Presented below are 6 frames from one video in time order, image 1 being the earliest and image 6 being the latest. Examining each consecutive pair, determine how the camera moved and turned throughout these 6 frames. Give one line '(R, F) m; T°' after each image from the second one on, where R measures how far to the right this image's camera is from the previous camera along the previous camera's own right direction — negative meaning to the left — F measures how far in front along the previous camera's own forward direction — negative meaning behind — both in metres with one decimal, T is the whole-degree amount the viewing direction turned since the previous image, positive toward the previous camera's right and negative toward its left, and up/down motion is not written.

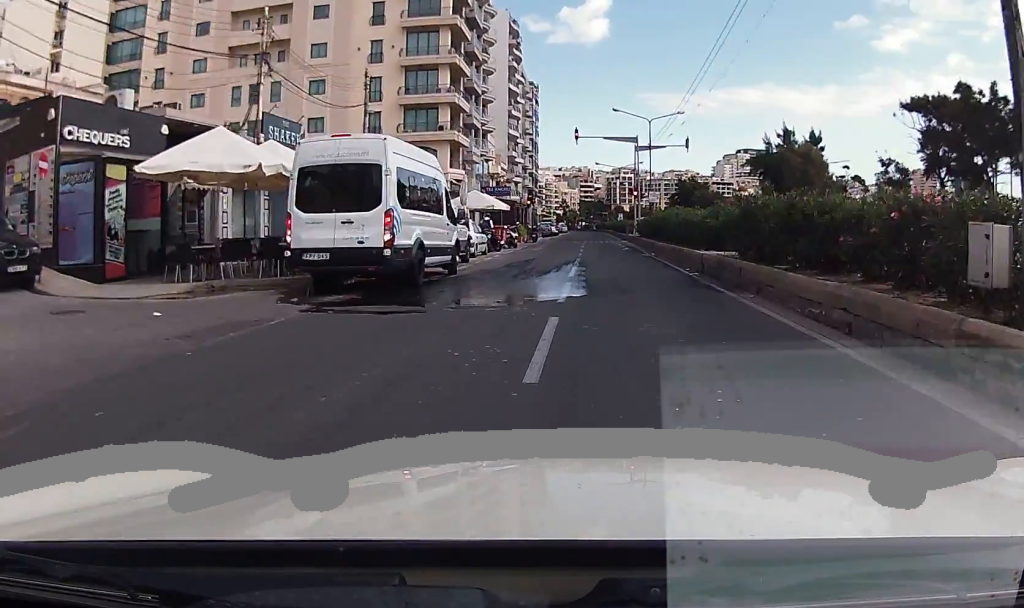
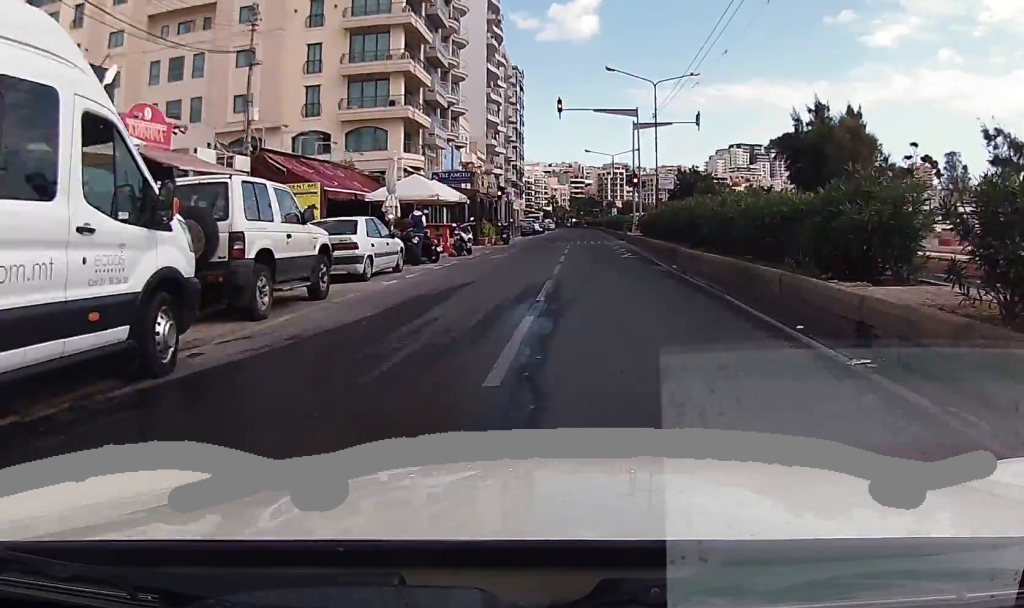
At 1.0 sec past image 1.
(-0.1, +11.8) m; -1°
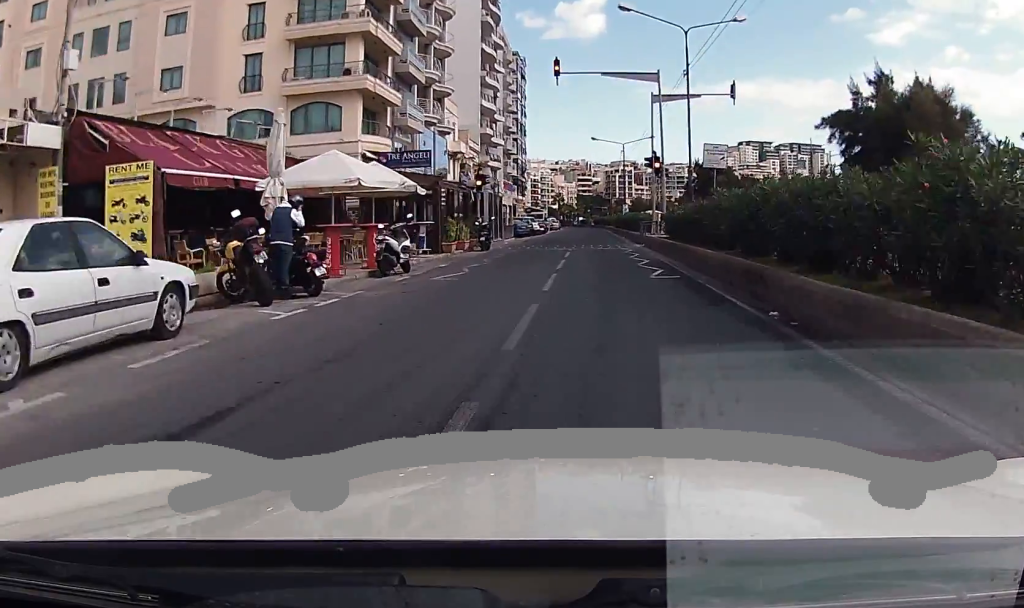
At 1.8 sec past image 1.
(-0.1, +10.4) m; -1°
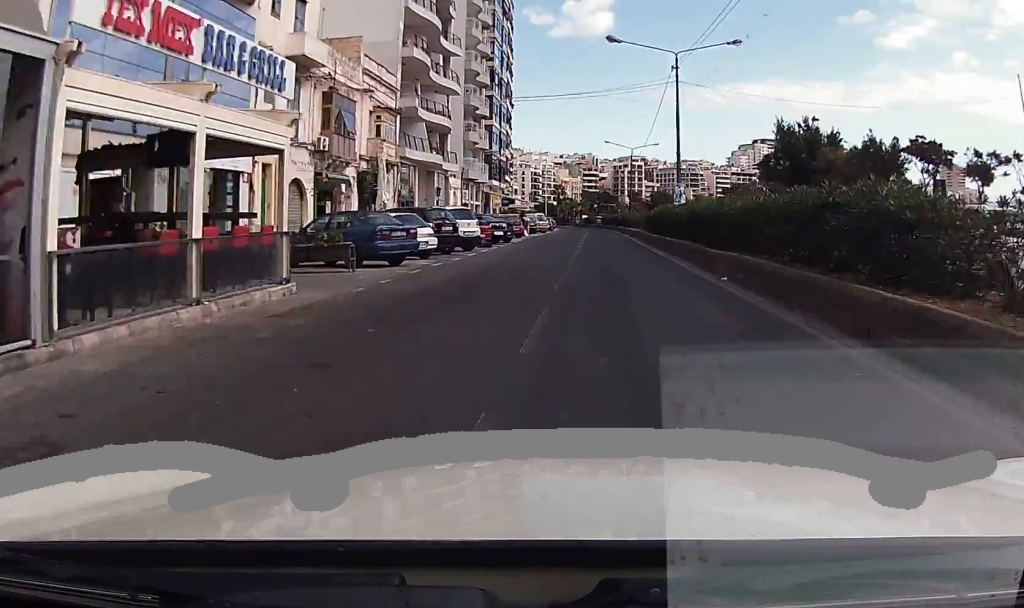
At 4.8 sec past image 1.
(-0.6, +38.7) m; -1°
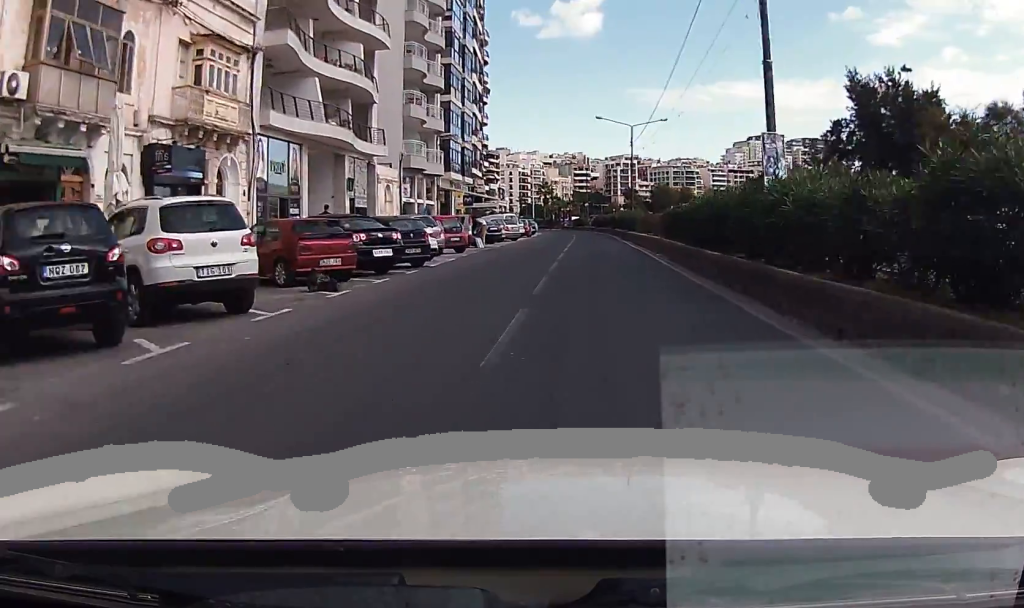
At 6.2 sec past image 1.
(-0.2, +18.5) m; 0°
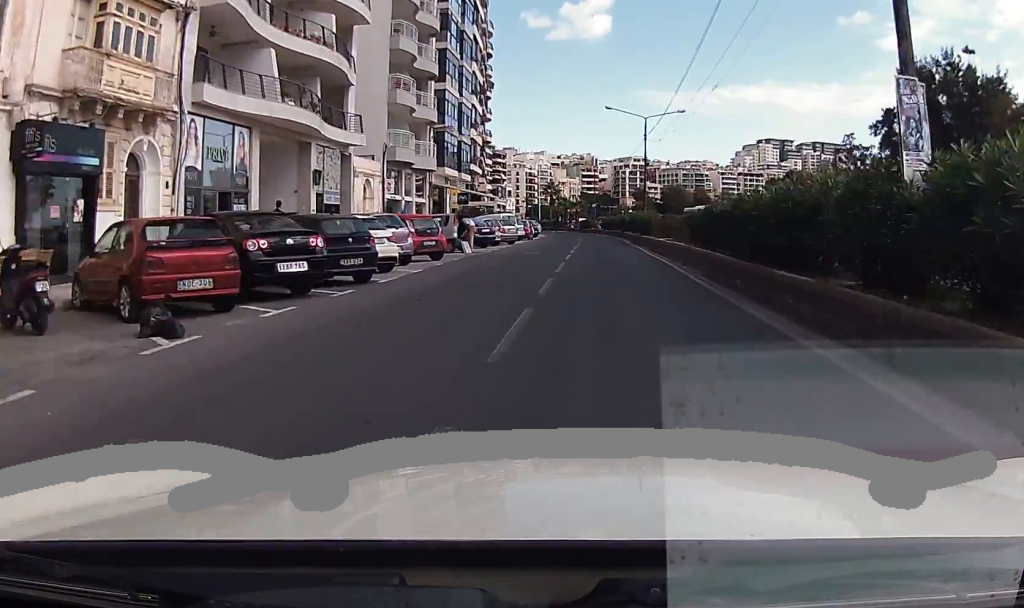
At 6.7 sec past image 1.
(+0.1, +5.9) m; 0°
